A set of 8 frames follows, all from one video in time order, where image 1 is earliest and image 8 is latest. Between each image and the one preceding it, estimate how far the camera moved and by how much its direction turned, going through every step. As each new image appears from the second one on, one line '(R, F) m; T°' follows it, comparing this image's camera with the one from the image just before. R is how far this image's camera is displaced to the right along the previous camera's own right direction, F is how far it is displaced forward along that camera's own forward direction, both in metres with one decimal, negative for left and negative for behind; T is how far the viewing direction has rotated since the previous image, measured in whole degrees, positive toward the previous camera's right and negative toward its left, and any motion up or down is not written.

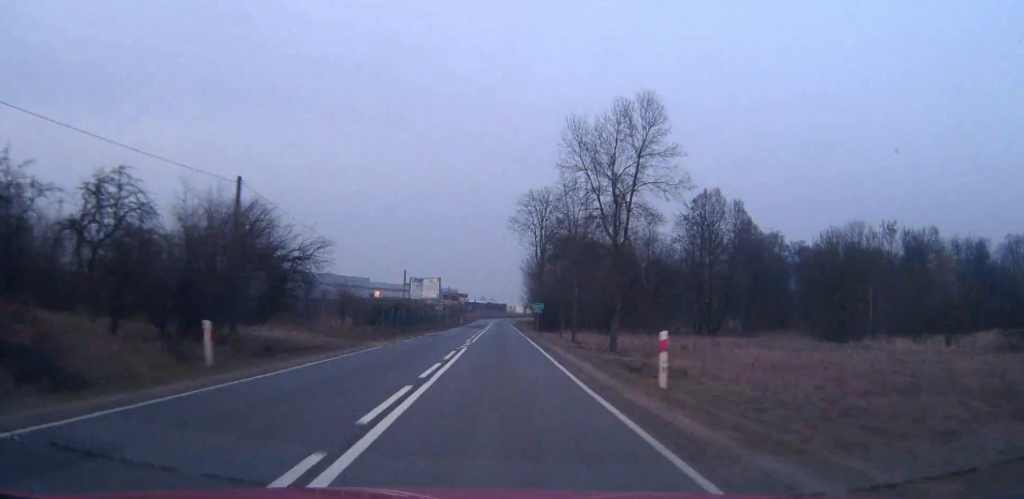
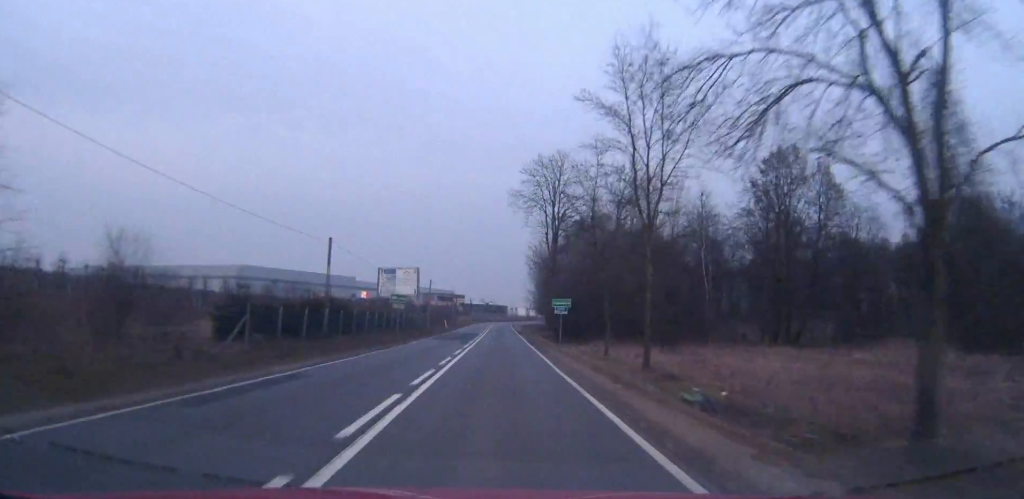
(0.0, +31.3) m; 0°
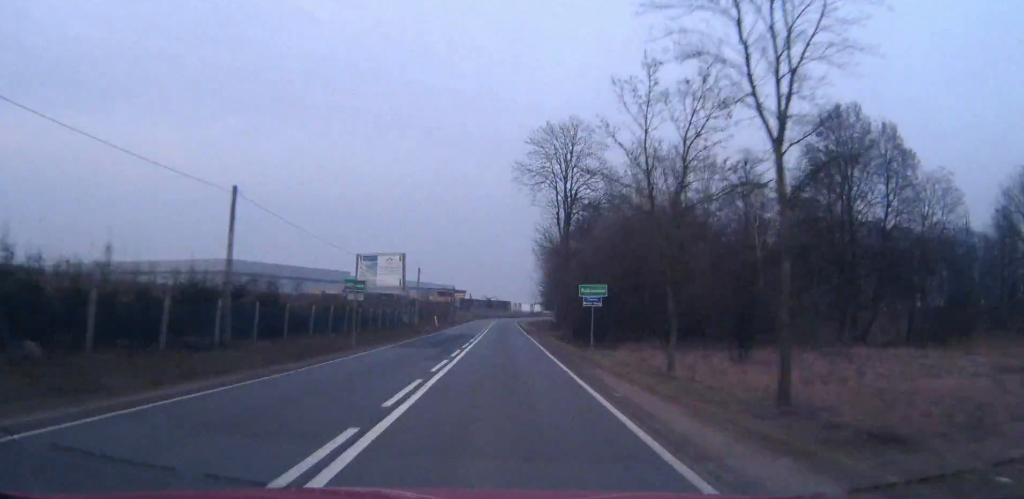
(0.0, +15.4) m; 0°
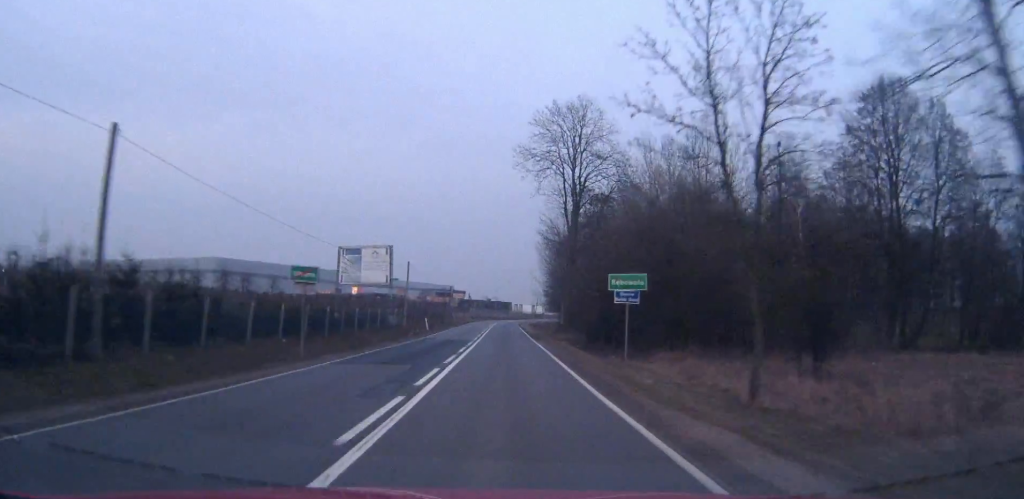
(0.0, +9.0) m; 0°
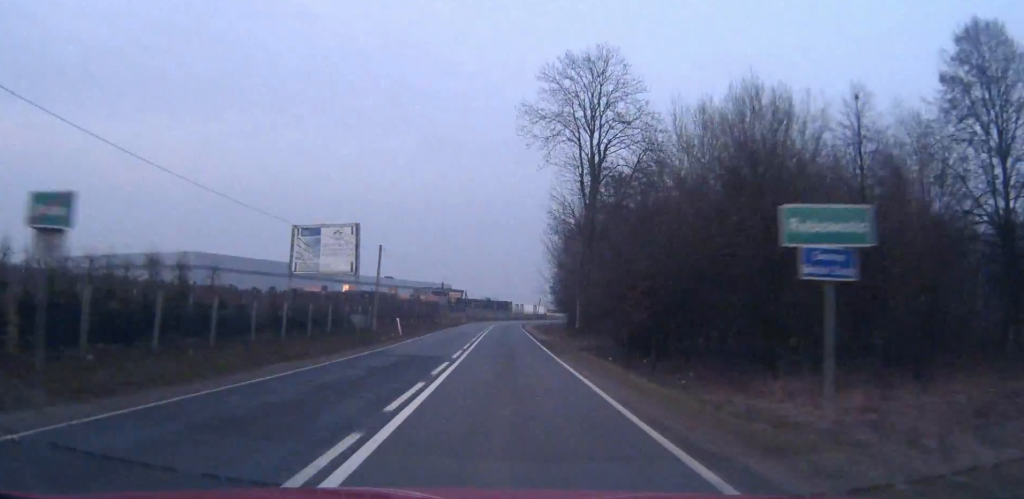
(0.0, +15.4) m; 0°
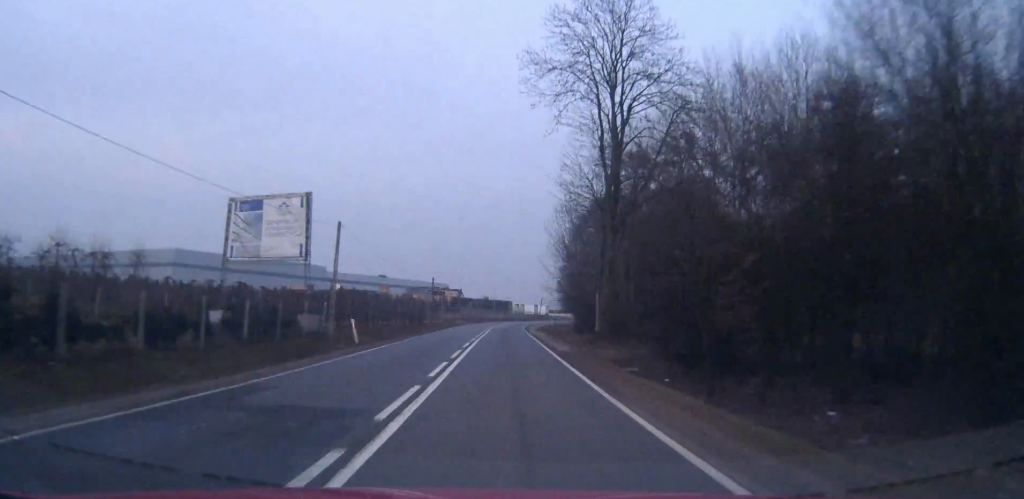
(0.0, +12.8) m; 0°
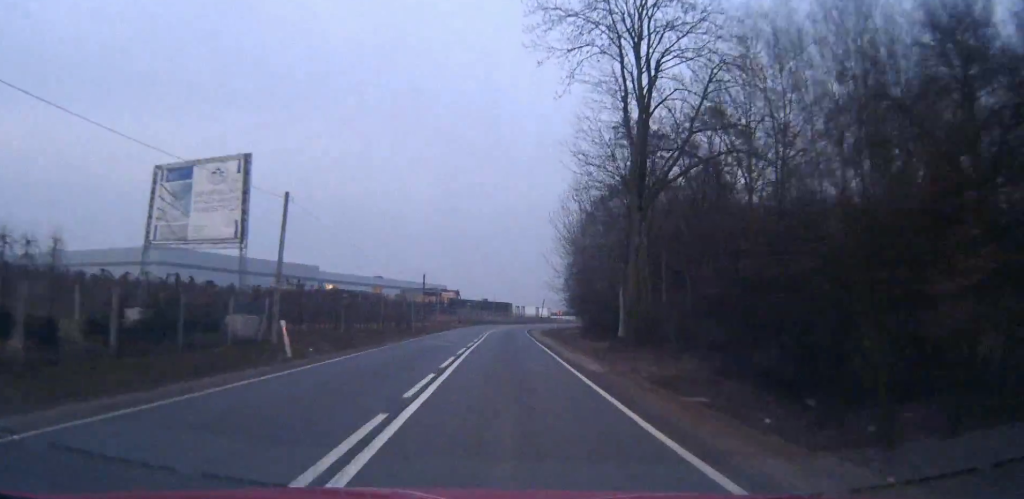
(0.0, +9.6) m; 0°
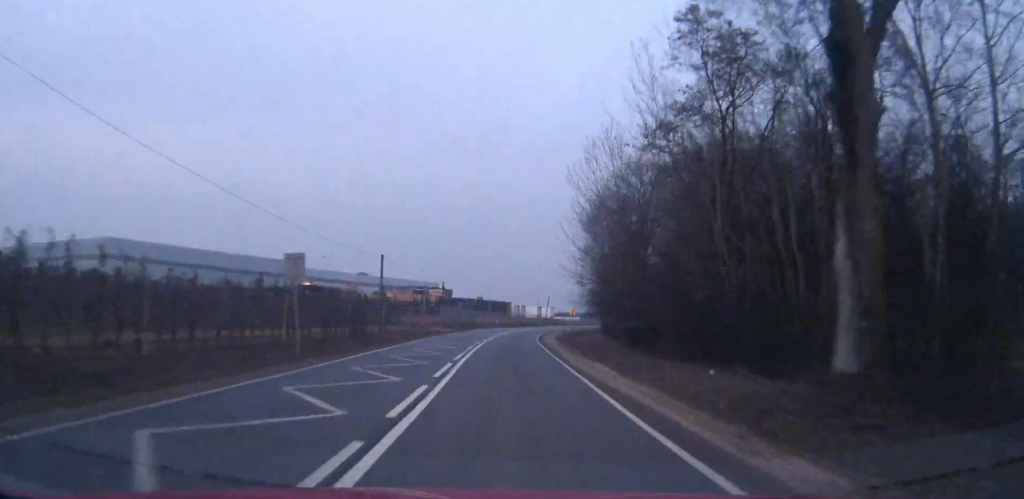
(0.0, +25.7) m; 0°
